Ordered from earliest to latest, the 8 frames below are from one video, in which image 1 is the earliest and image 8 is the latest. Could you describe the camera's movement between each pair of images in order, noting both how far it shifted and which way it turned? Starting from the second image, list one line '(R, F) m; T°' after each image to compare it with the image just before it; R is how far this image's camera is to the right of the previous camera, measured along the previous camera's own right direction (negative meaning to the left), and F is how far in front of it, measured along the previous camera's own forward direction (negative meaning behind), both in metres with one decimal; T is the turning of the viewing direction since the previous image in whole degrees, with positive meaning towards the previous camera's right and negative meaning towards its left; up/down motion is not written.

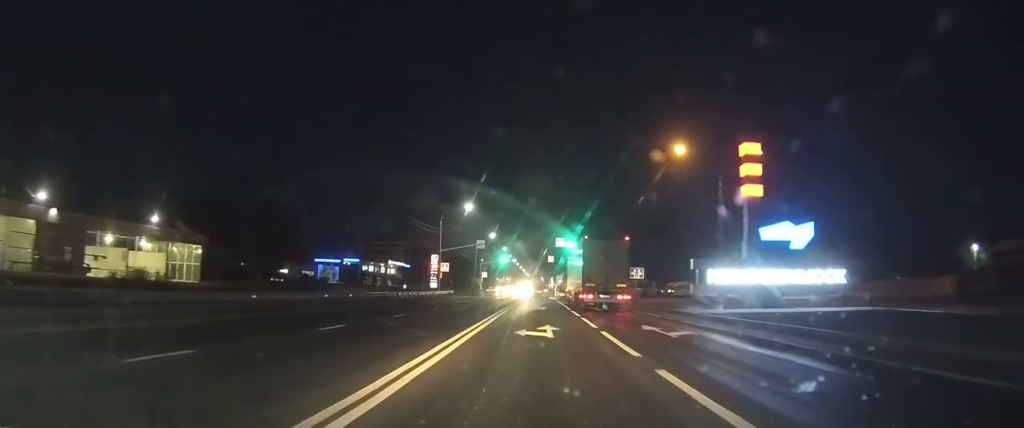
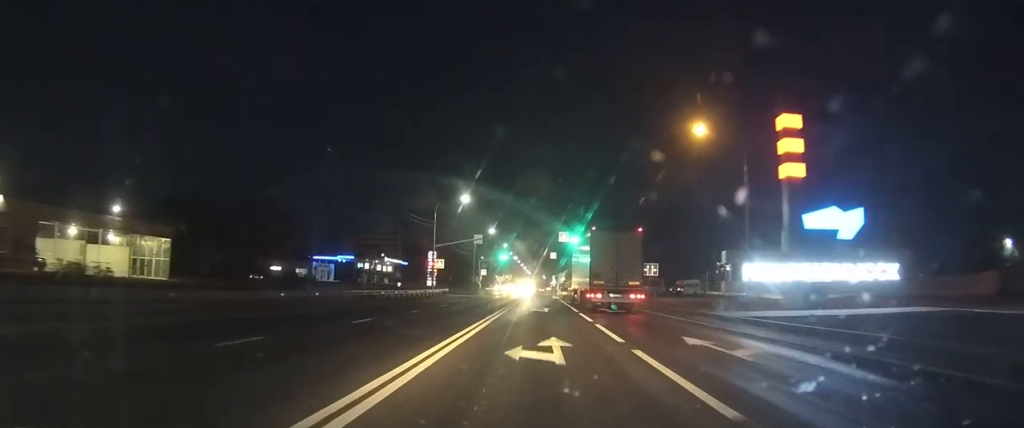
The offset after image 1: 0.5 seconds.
(0.0, +5.5) m; 0°
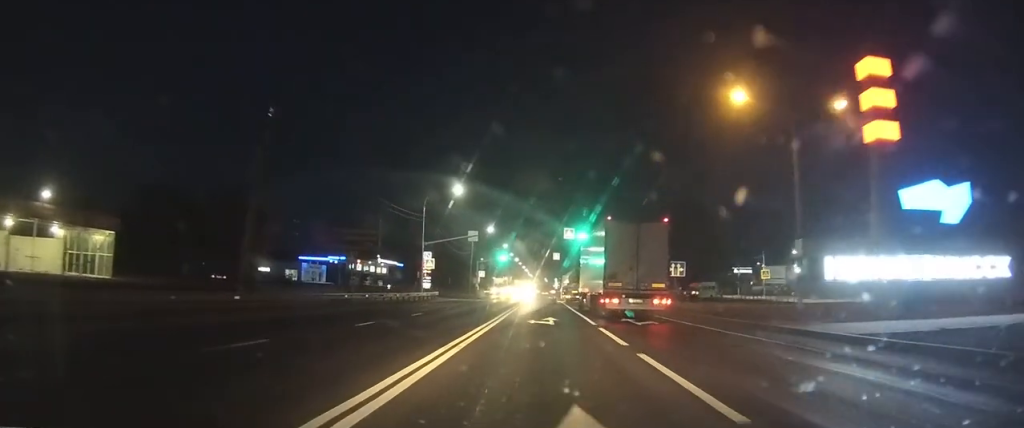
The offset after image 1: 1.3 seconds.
(-0.1, +7.9) m; 0°
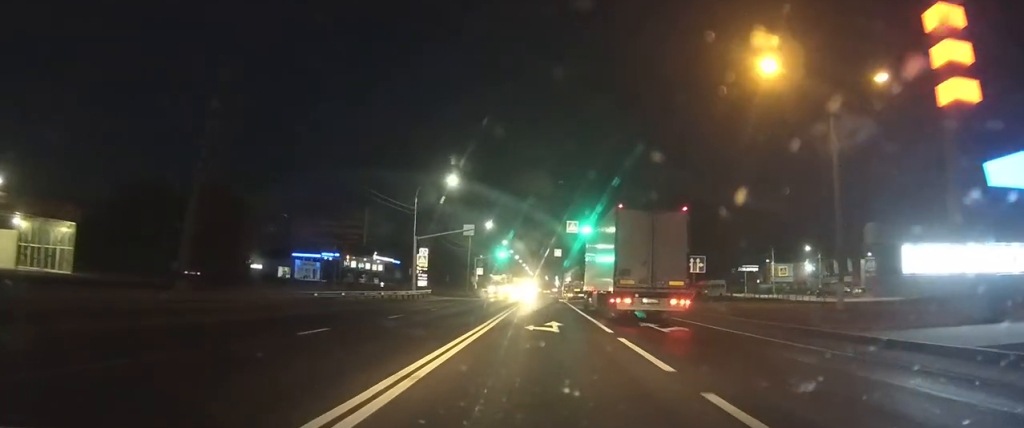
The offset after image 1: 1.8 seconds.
(0.0, +4.5) m; 0°
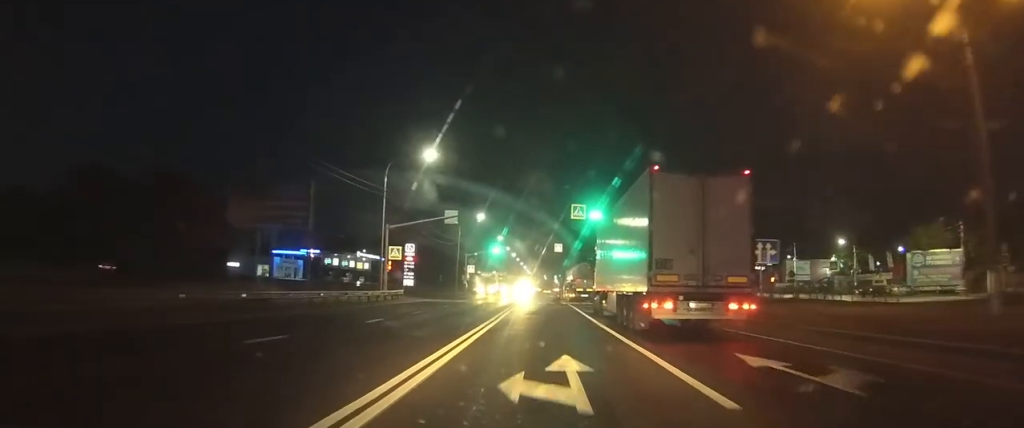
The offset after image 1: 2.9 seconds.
(+0.1, +10.7) m; +1°
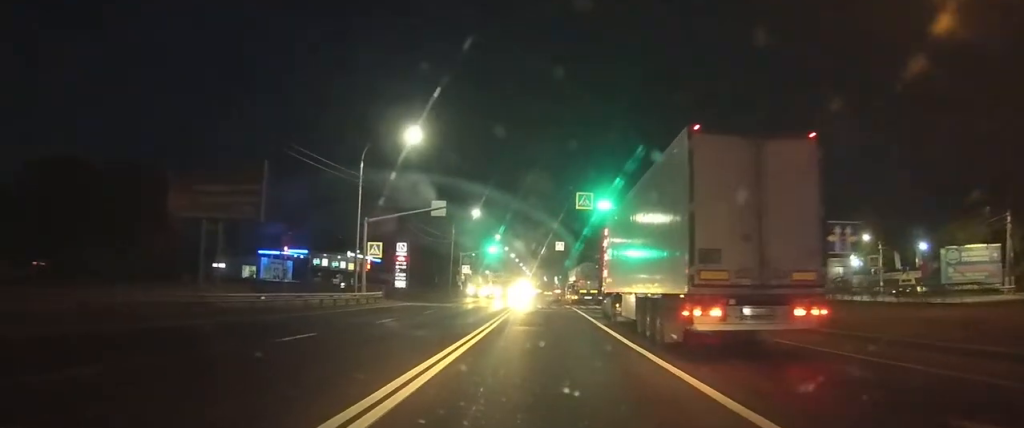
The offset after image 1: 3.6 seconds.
(0.0, +6.2) m; 0°
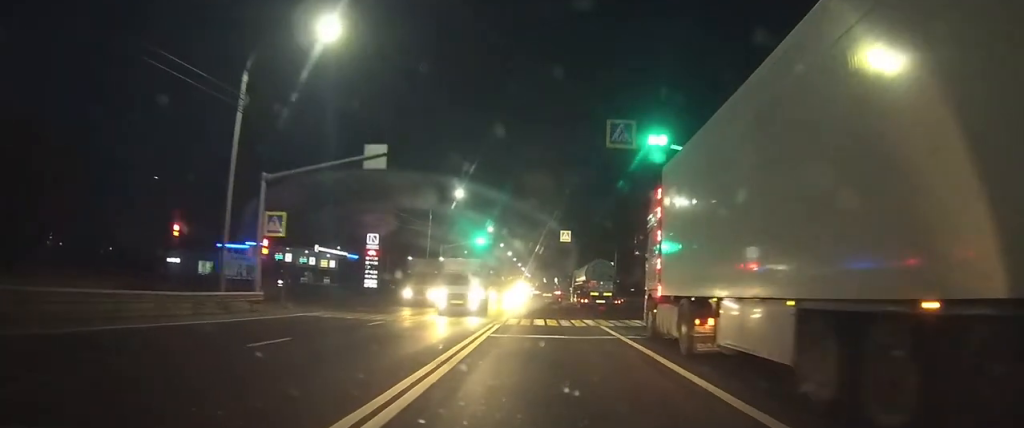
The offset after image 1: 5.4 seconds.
(0.0, +16.8) m; +1°
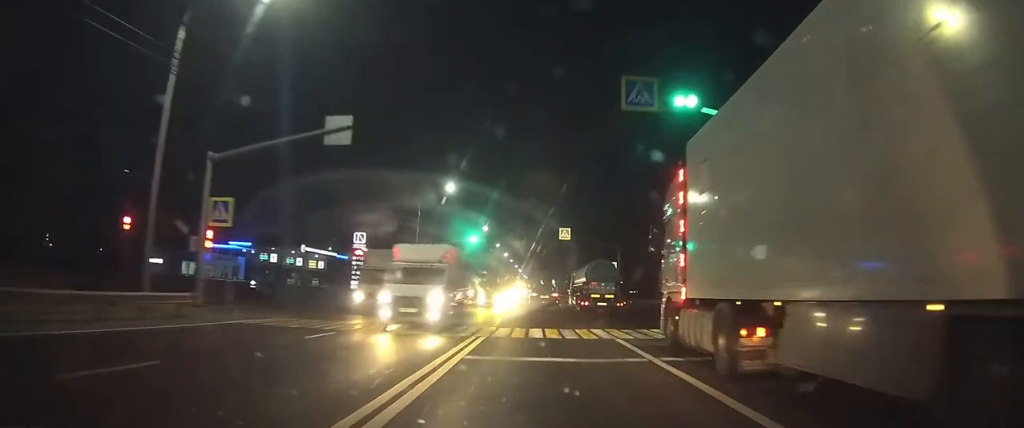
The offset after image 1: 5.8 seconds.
(0.0, +4.7) m; 0°
